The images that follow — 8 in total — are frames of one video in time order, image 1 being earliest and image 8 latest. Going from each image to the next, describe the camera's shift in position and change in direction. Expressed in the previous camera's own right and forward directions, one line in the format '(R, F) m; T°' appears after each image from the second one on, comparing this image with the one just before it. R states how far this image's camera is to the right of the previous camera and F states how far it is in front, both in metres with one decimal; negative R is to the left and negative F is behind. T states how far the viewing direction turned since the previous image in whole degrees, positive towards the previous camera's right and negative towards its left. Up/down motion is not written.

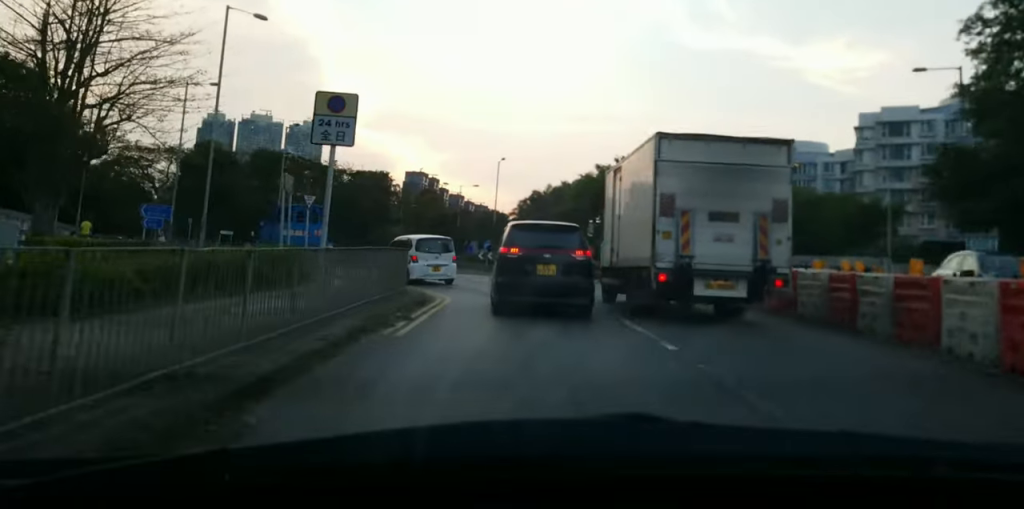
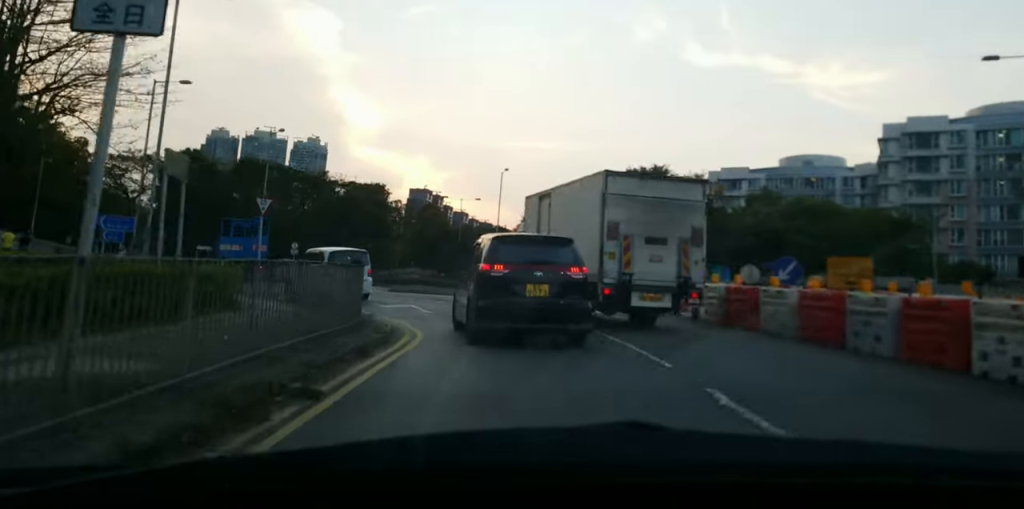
(0.0, +7.4) m; 0°
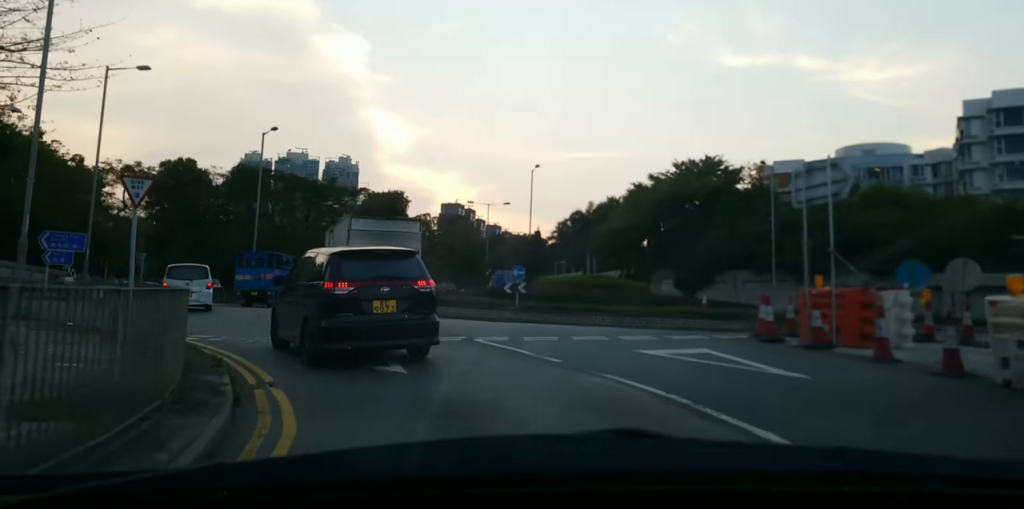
(-0.1, +12.8) m; -2°
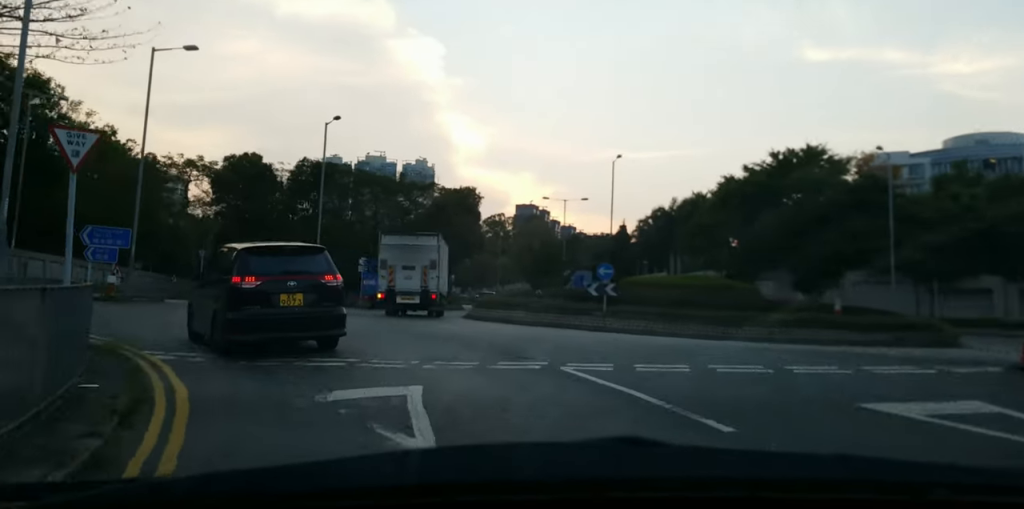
(-0.2, +4.8) m; -3°
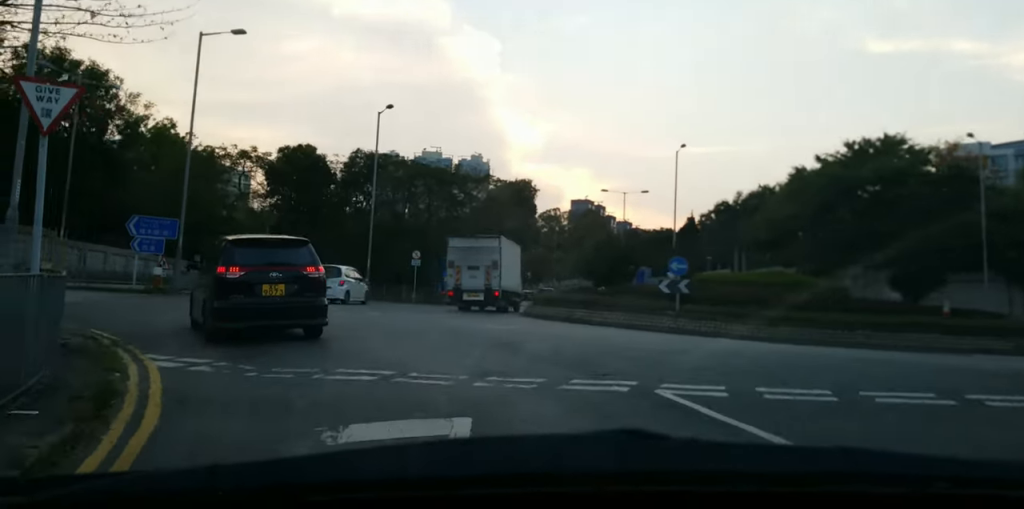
(0.0, +2.2) m; -3°
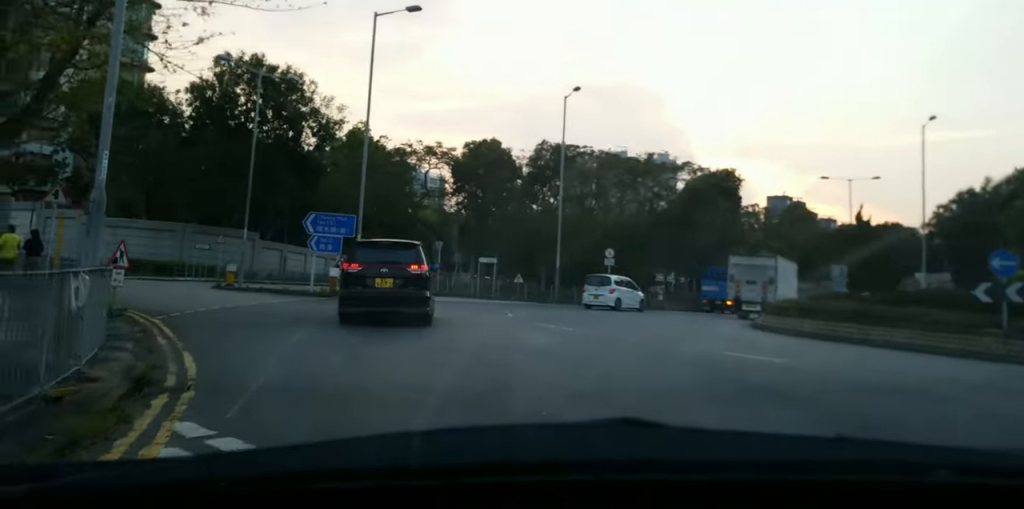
(-0.3, +4.9) m; -12°
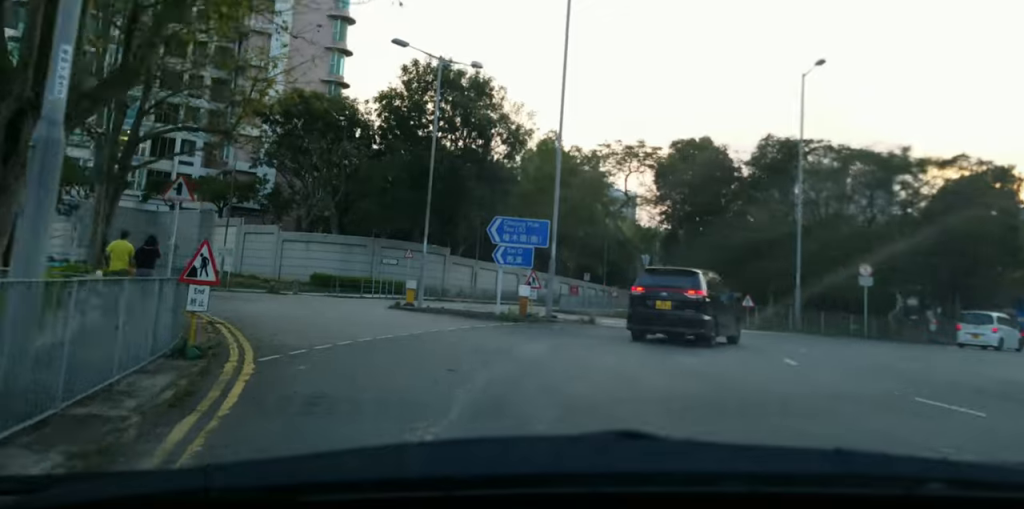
(-0.8, +6.0) m; -12°
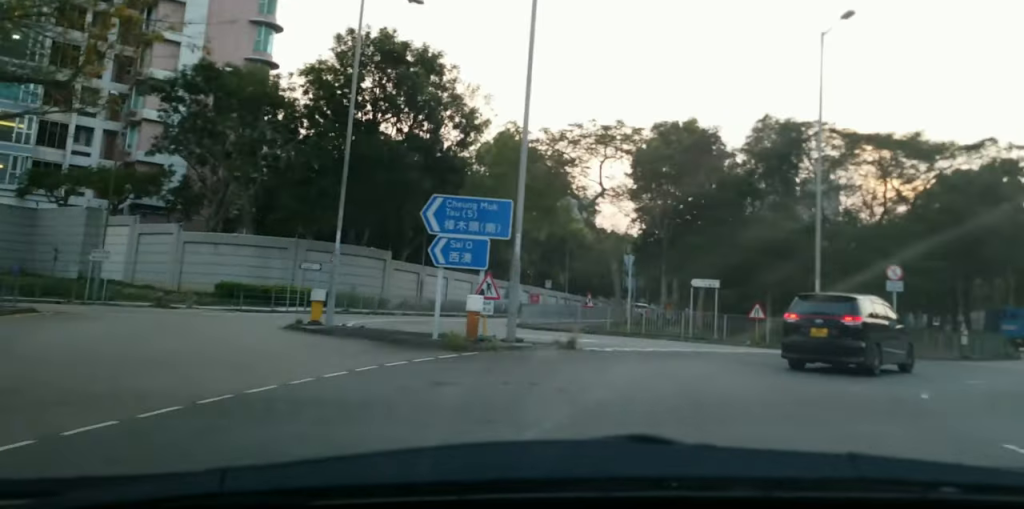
(-0.3, +6.5) m; 0°
